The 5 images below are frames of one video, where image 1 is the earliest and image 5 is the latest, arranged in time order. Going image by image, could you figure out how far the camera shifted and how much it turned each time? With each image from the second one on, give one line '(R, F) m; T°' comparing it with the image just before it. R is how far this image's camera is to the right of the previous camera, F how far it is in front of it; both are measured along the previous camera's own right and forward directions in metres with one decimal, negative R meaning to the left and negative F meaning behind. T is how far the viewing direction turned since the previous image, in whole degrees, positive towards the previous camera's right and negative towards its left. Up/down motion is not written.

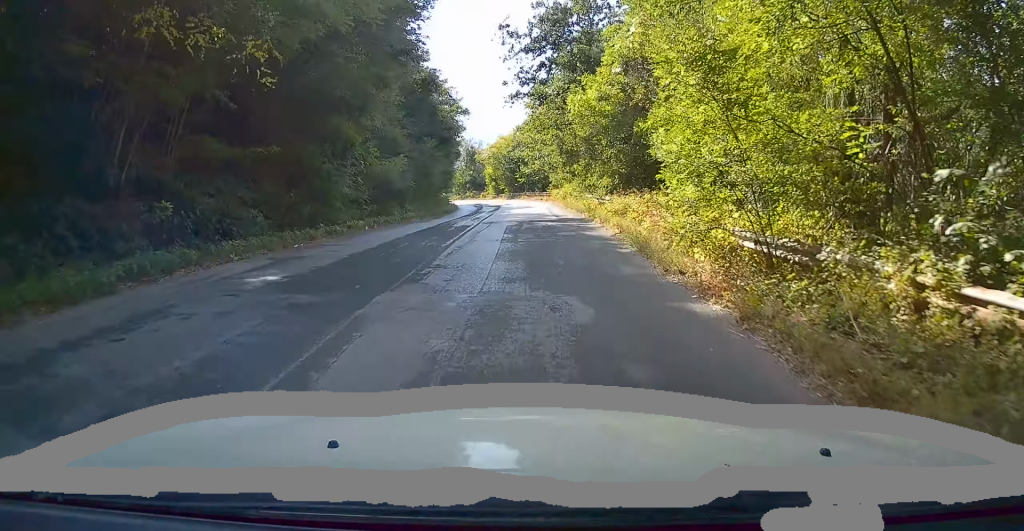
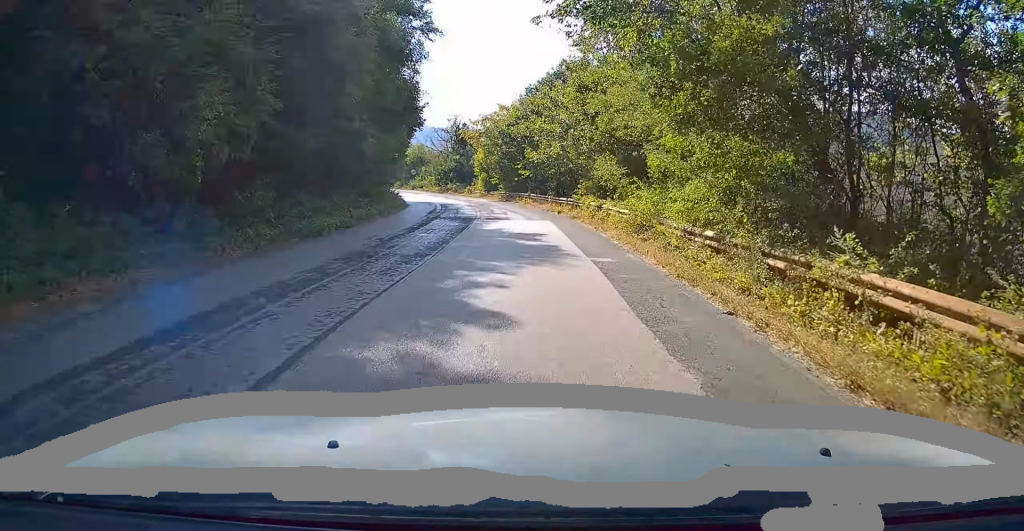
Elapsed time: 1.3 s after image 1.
(+0.2, +26.3) m; -1°
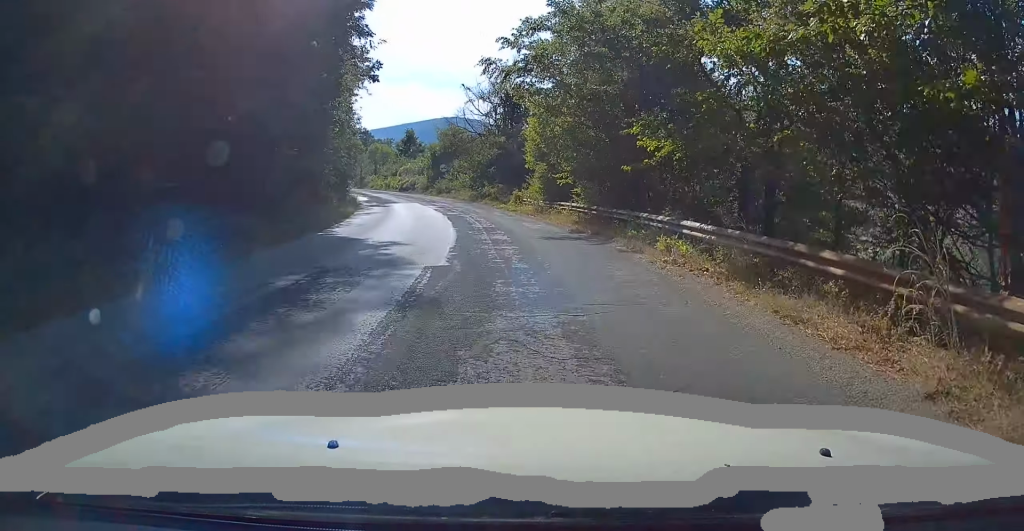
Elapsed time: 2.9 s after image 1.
(-1.1, +29.8) m; -7°
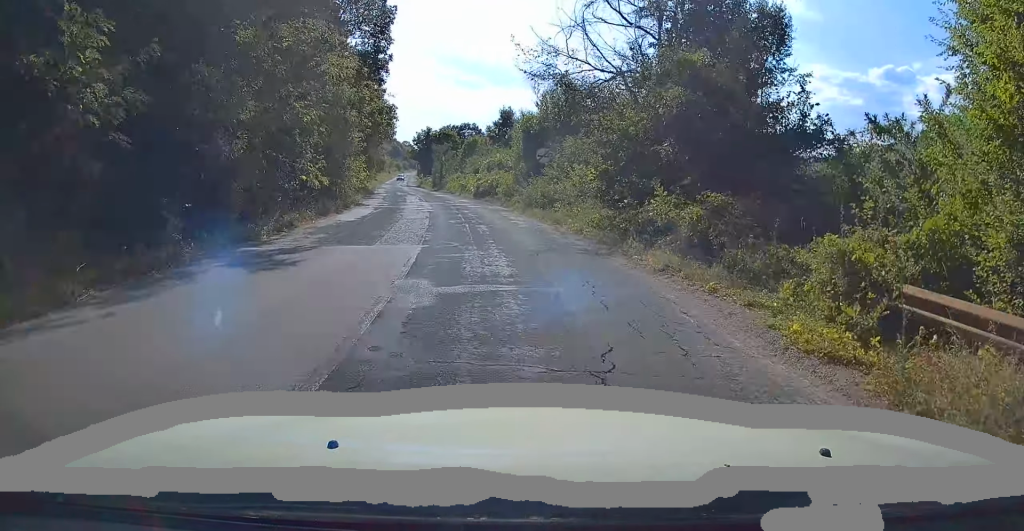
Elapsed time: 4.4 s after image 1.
(-2.7, +27.1) m; -10°
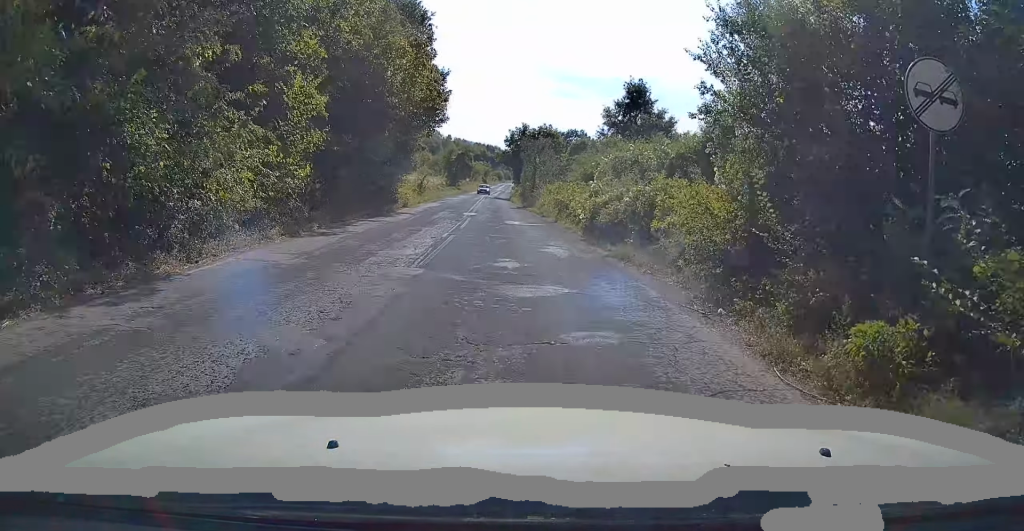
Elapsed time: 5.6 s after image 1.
(-1.1, +23.3) m; -6°
